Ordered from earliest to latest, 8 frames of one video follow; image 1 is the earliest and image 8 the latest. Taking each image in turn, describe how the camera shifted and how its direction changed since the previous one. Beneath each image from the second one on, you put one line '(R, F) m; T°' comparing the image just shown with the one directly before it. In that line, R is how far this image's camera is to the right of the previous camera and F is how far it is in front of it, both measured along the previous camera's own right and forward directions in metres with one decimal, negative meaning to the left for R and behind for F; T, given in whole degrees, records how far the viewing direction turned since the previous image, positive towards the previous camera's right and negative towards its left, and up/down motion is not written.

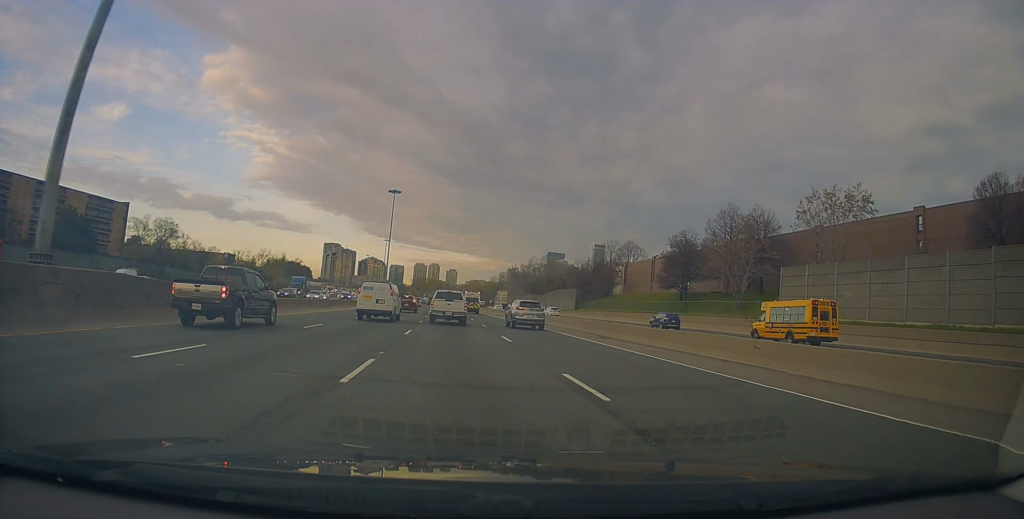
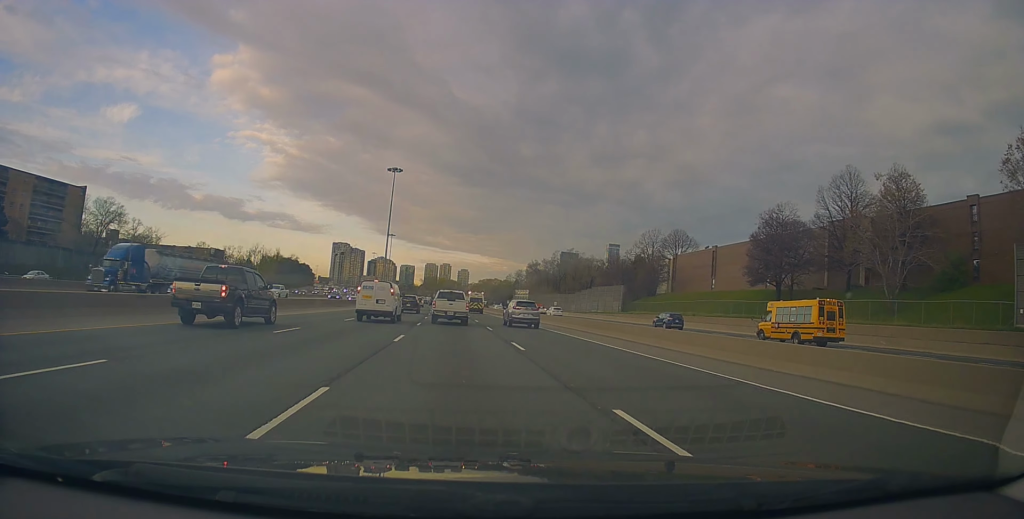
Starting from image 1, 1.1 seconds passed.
(-0.5, +27.4) m; -2°
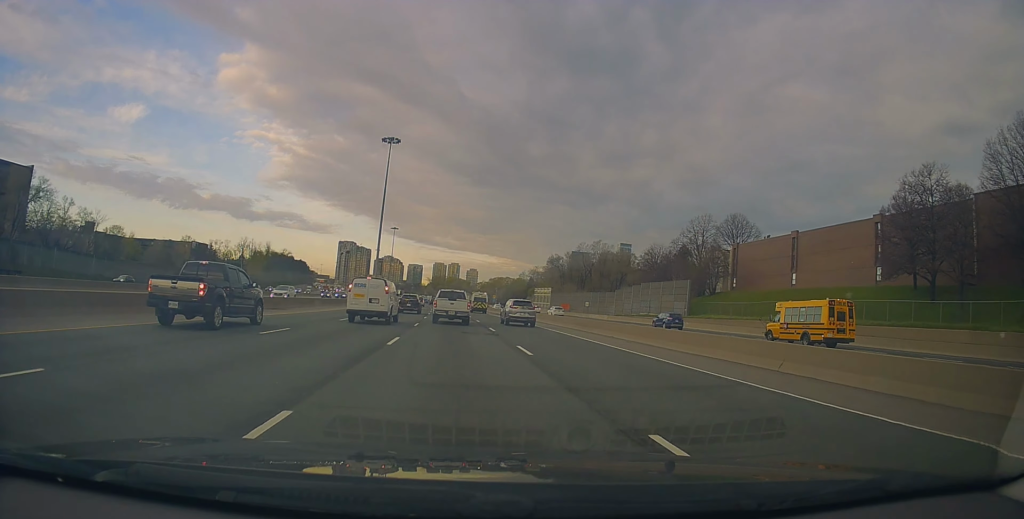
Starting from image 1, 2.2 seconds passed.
(-0.2, +24.8) m; -1°
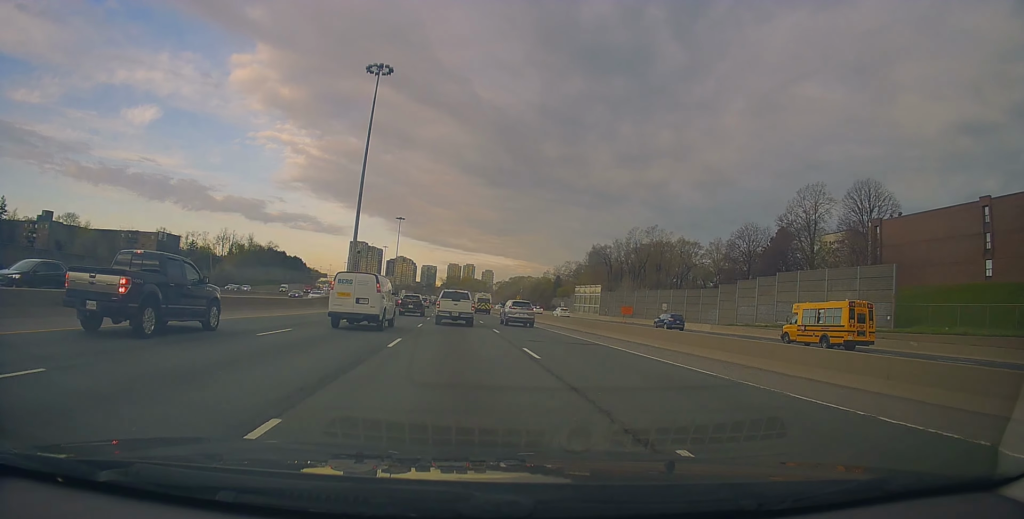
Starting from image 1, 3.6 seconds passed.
(+0.1, +36.3) m; 0°
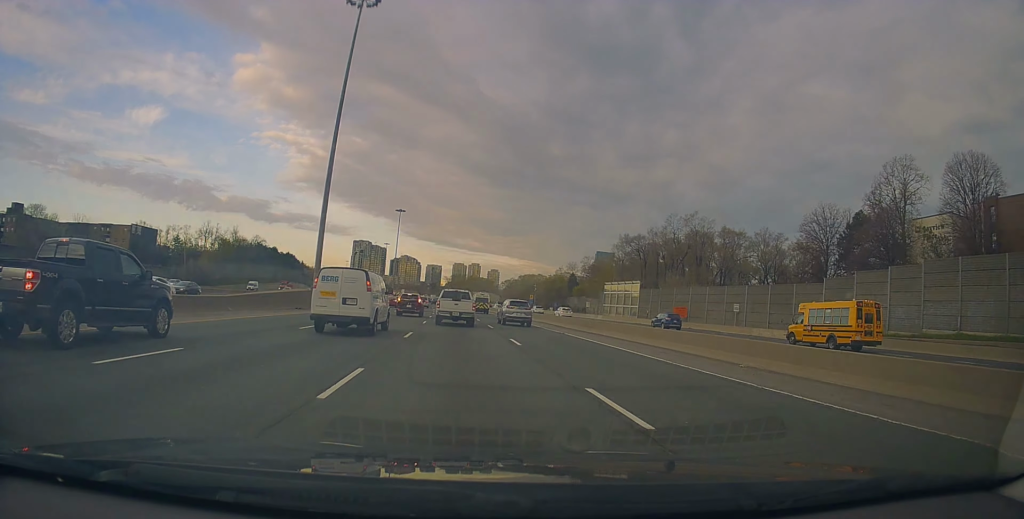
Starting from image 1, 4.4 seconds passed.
(0.0, +19.8) m; -1°
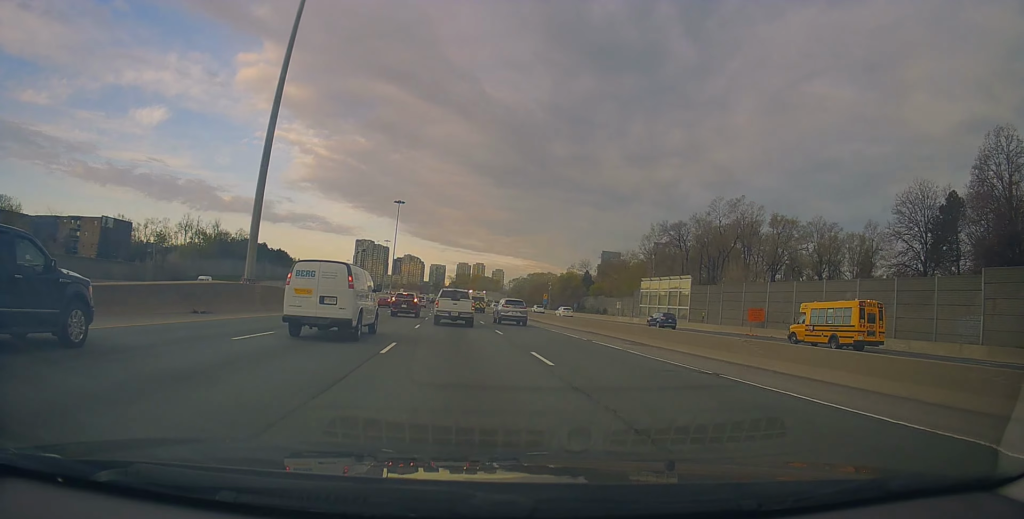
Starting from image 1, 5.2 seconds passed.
(-0.7, +18.6) m; -2°
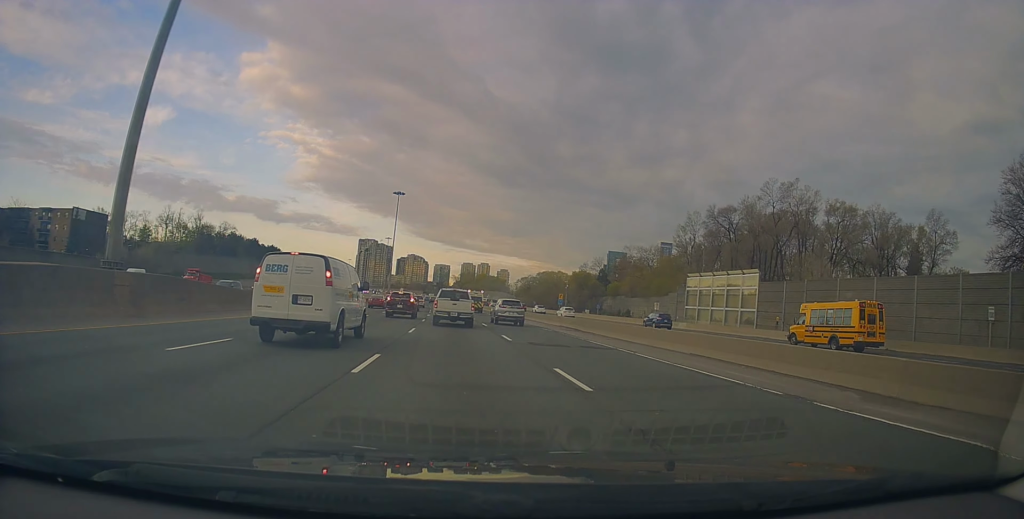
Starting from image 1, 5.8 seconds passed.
(+0.2, +15.2) m; 0°
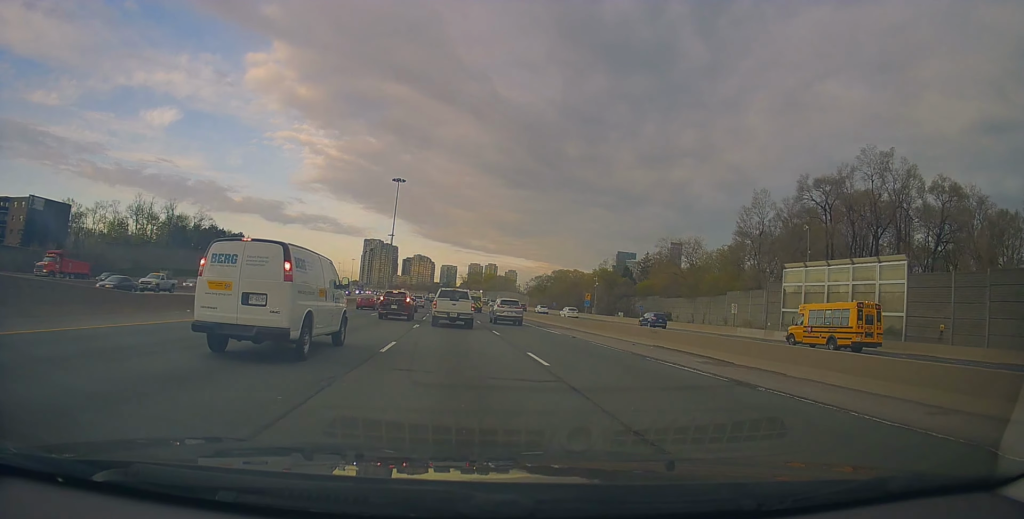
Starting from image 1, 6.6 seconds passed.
(-0.2, +20.8) m; 0°
